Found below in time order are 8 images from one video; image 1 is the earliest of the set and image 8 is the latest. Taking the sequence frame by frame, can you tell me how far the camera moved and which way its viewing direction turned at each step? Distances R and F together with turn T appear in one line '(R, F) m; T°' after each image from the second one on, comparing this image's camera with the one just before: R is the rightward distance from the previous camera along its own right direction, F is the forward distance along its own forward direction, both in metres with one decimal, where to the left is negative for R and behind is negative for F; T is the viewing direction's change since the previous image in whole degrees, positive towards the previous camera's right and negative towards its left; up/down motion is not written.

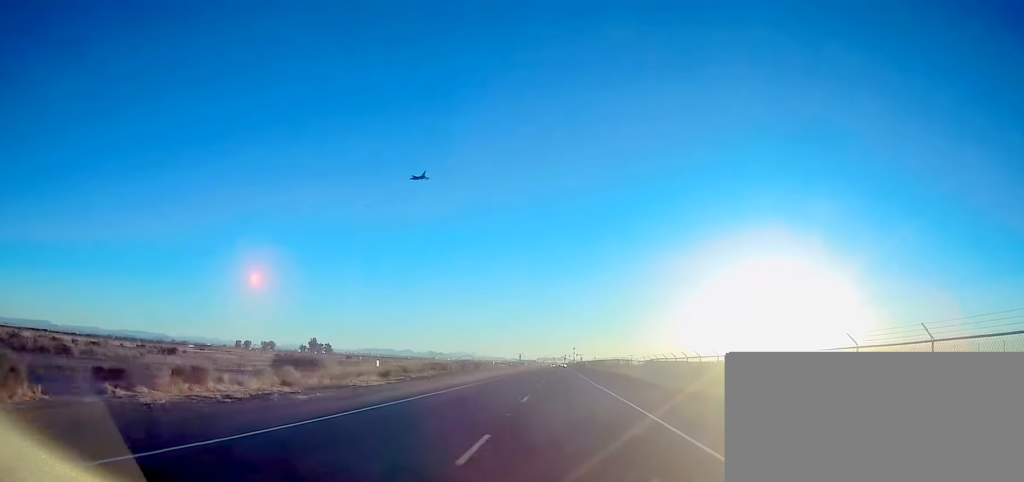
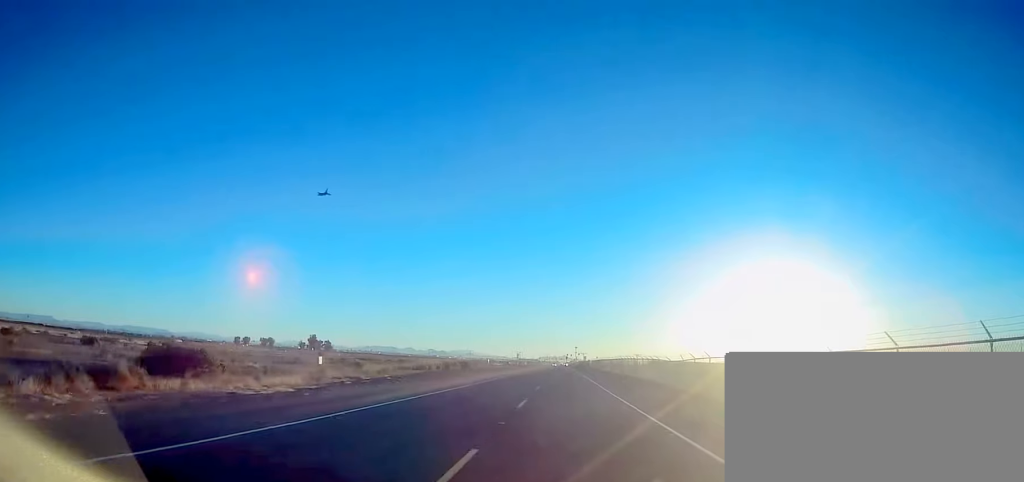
(+0.1, +13.8) m; 0°
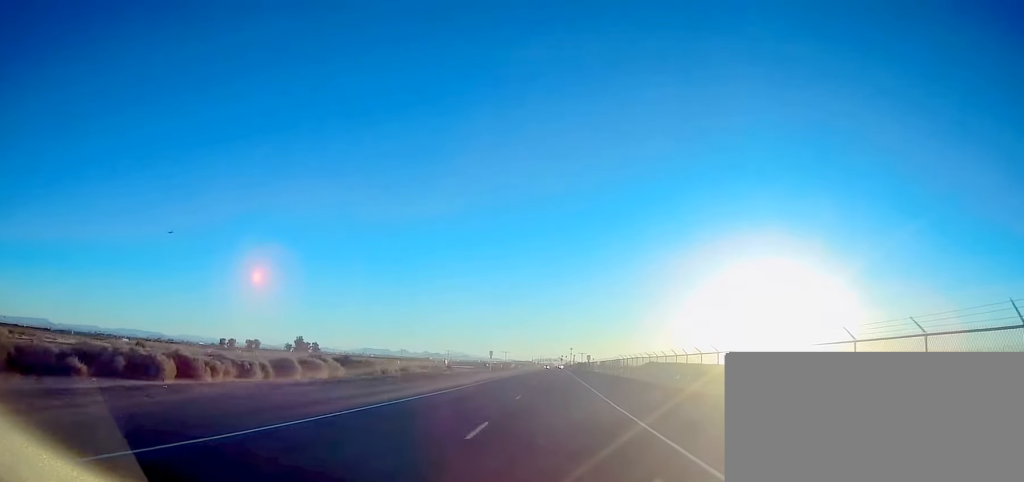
(-0.4, +43.8) m; -1°
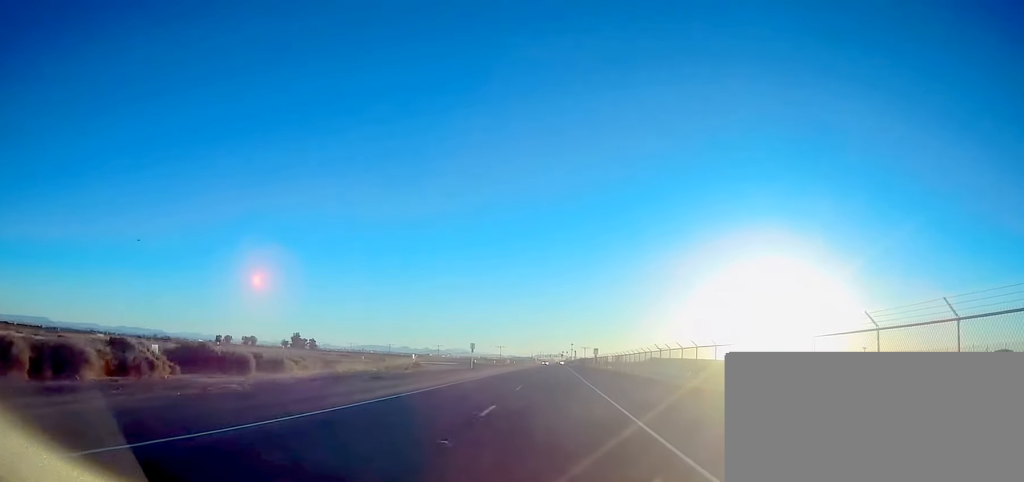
(+0.2, +20.5) m; 0°
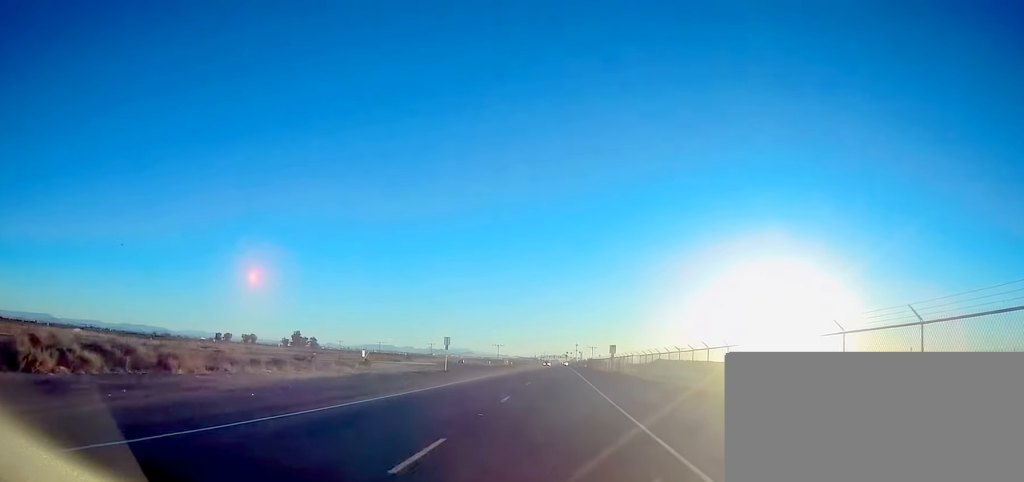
(0.0, +19.7) m; 0°
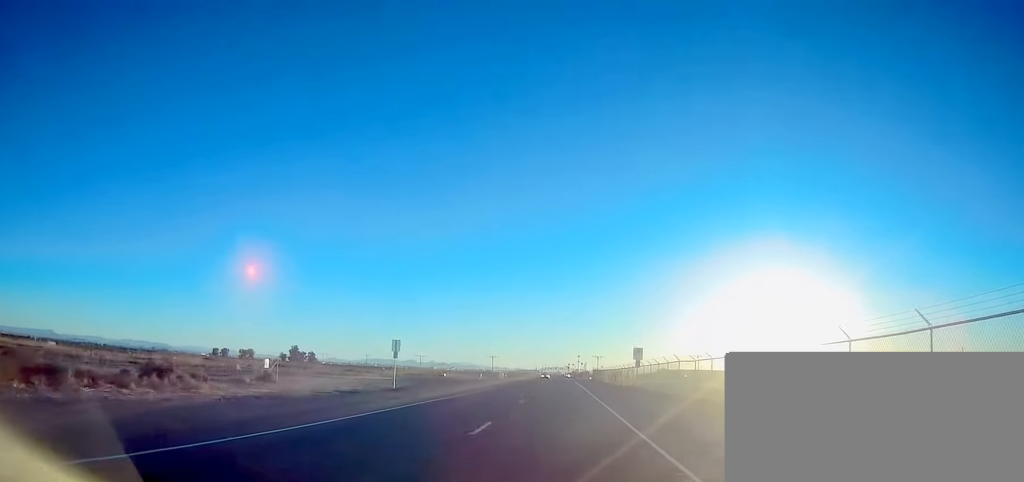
(0.0, +18.2) m; 0°
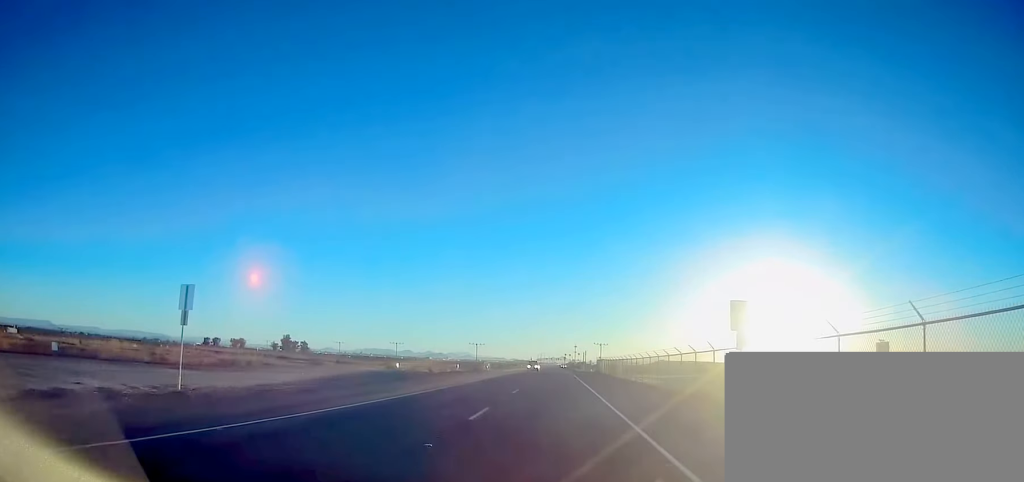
(-0.2, +23.3) m; -1°
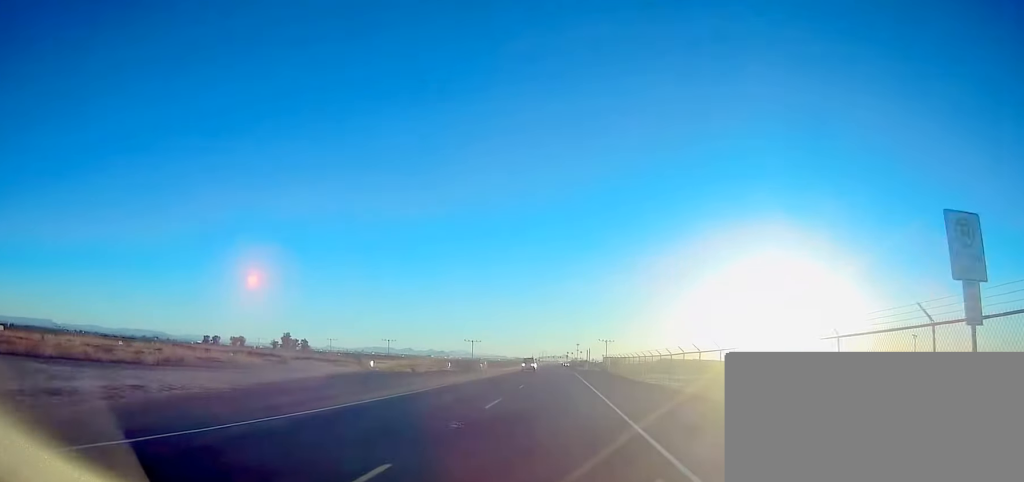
(0.0, +9.5) m; 0°
